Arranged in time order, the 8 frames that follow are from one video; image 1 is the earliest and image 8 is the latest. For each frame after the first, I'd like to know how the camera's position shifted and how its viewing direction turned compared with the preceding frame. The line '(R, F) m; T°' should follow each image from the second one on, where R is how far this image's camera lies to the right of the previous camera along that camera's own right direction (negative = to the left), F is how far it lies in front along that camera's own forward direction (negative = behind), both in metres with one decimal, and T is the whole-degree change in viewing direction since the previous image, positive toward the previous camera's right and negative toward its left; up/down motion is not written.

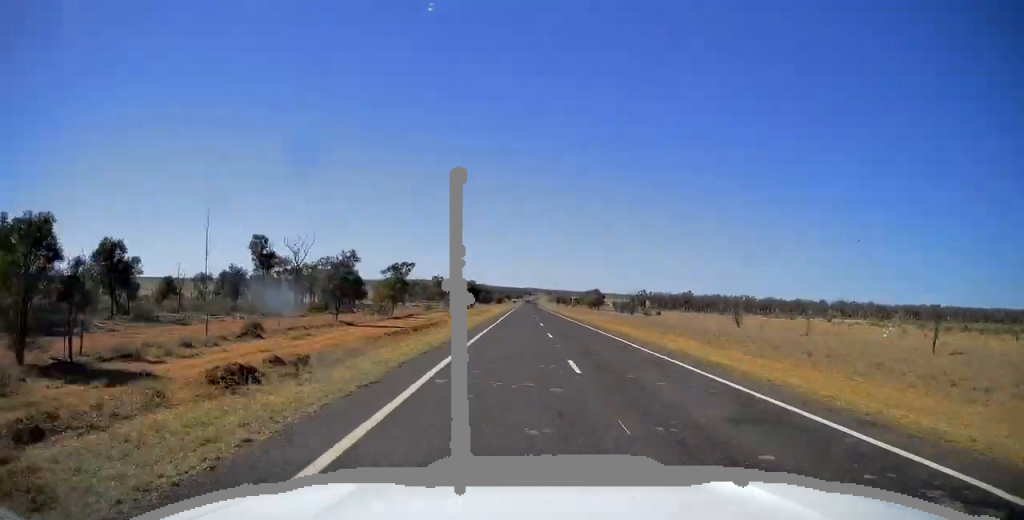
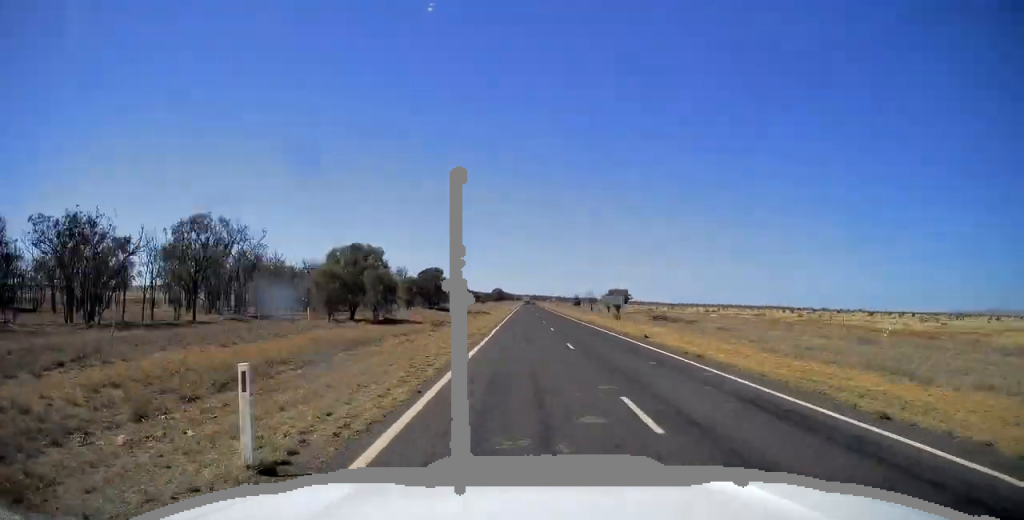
(+8.8, +580.4) m; +2°
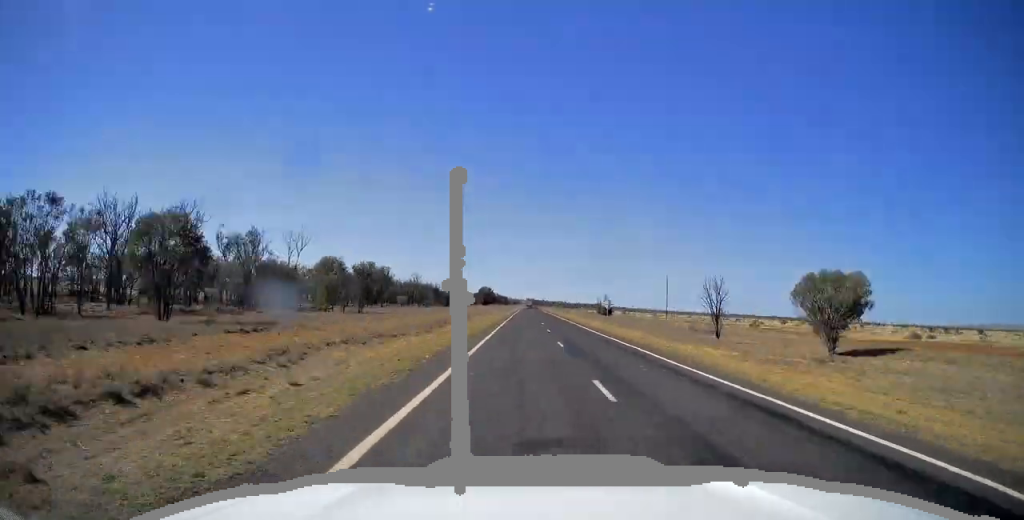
(+0.6, +108.2) m; 0°
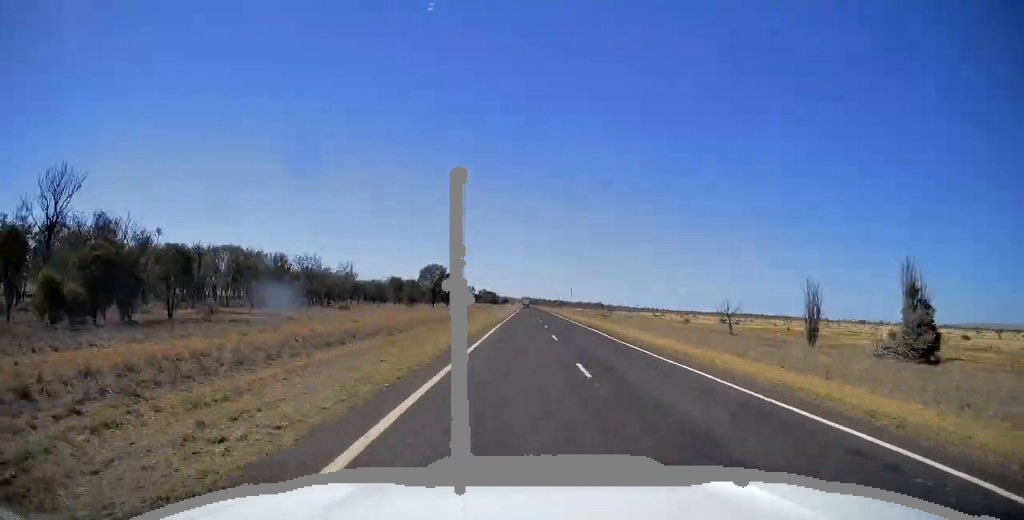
(+0.6, +147.5) m; 0°
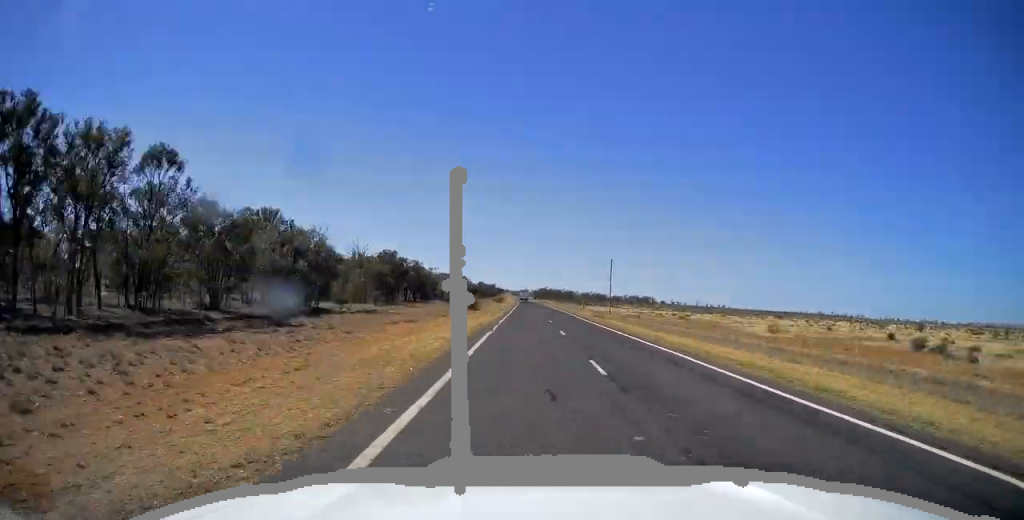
(-2.8, +472.3) m; -1°
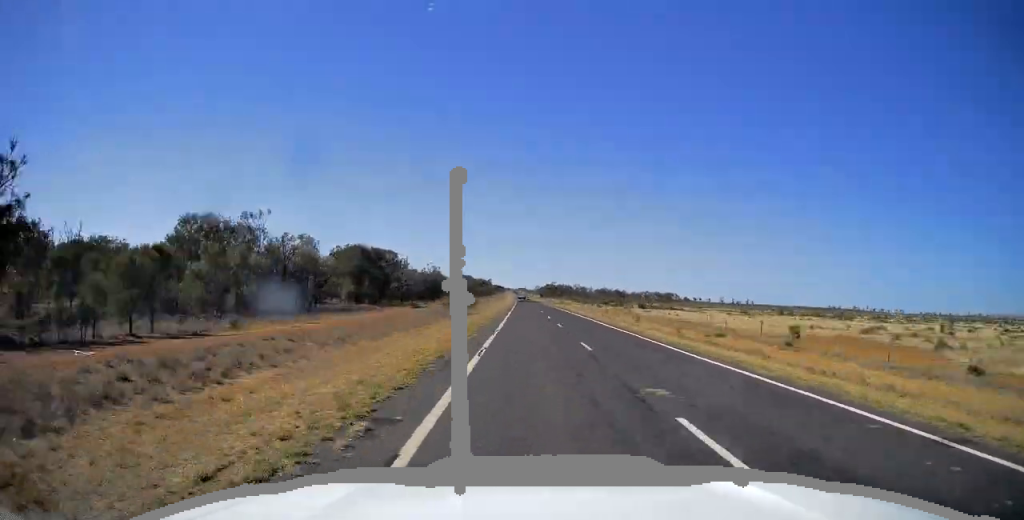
(-0.6, +127.8) m; 0°
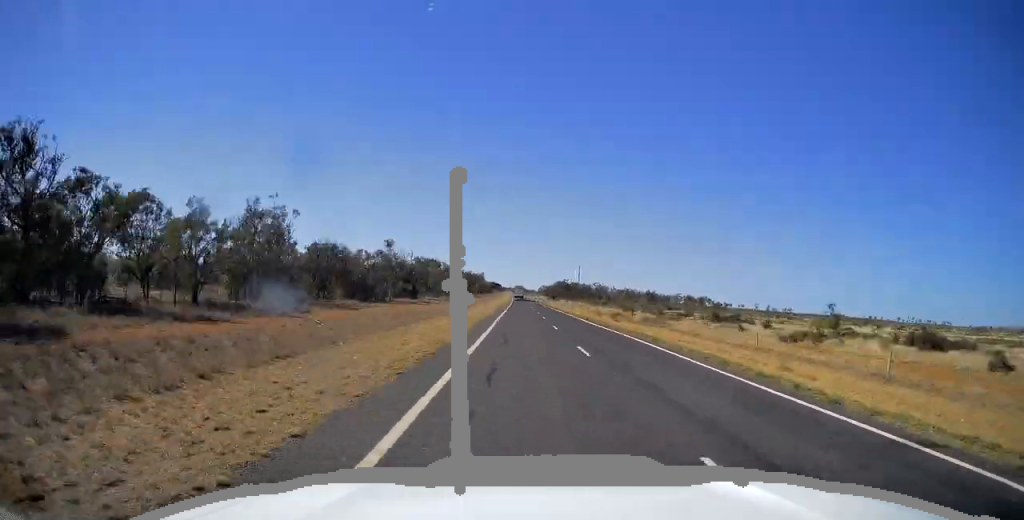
(-0.1, +137.7) m; 0°
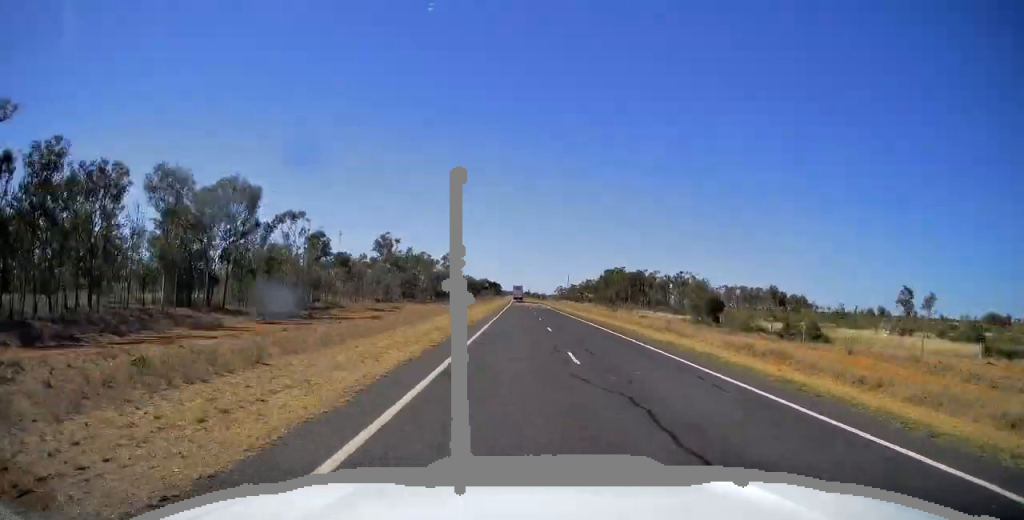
(-1.7, +226.1) m; -1°
